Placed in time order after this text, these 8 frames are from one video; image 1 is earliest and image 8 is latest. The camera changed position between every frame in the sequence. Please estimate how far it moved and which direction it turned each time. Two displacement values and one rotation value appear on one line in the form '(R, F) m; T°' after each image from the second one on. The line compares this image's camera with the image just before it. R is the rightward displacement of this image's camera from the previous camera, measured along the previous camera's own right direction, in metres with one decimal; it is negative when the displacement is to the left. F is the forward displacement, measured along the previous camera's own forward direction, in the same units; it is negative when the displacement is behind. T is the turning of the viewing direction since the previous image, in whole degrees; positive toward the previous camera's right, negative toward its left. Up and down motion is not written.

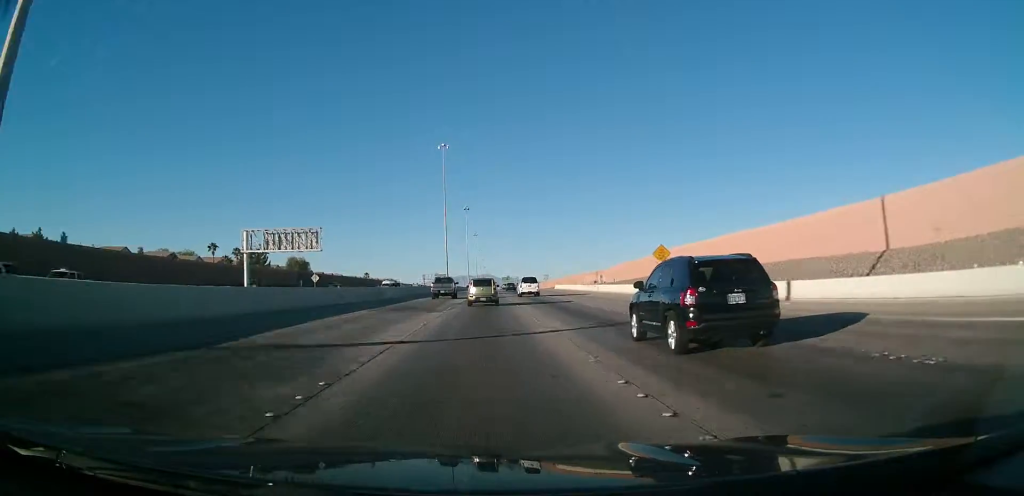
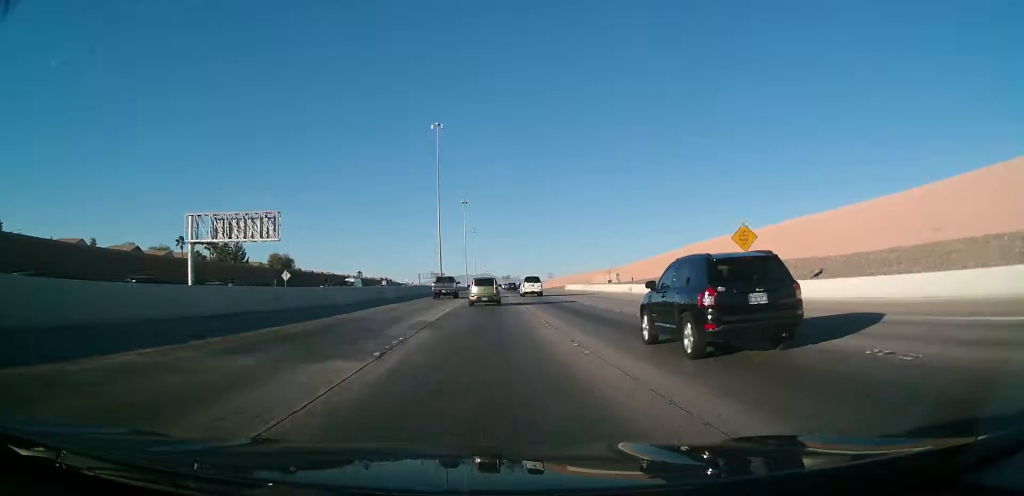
(0.0, +18.1) m; 0°
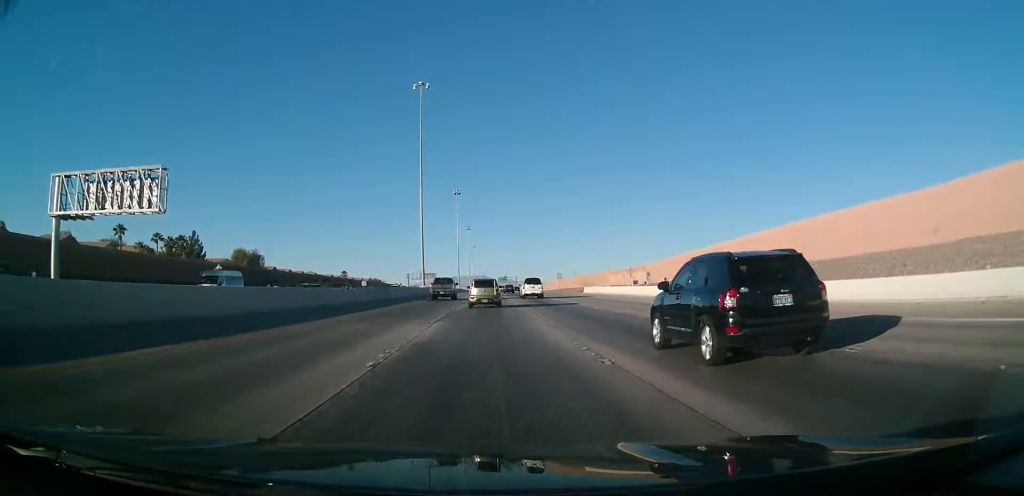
(-0.1, +26.5) m; +1°
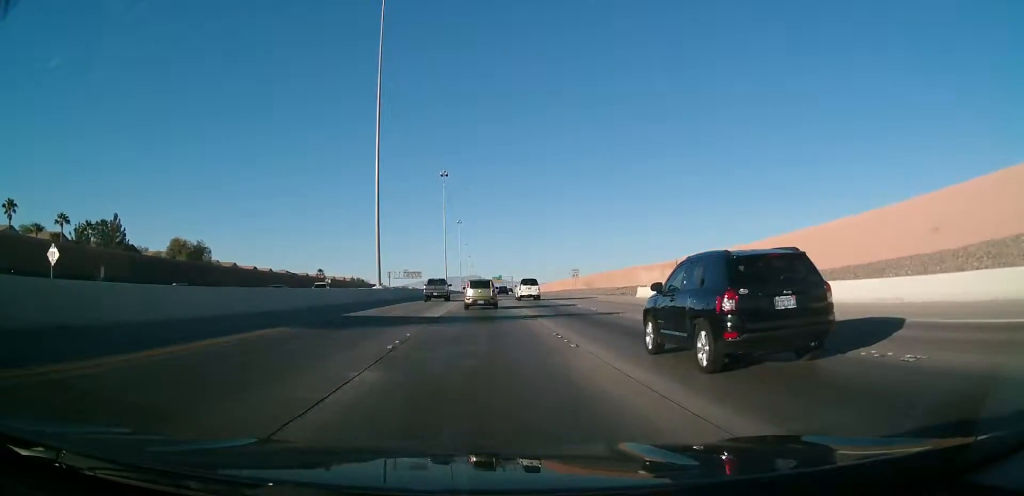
(+0.4, +34.4) m; 0°
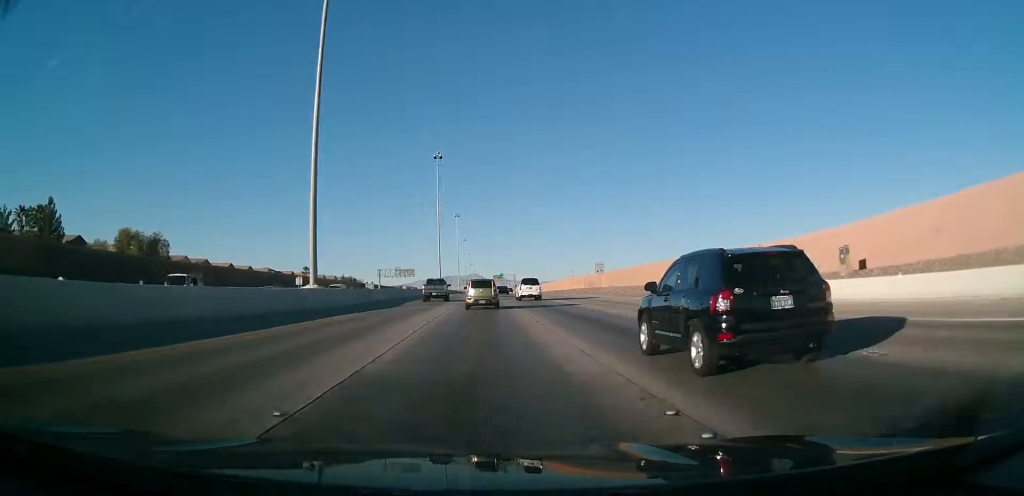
(-0.4, +22.6) m; 0°
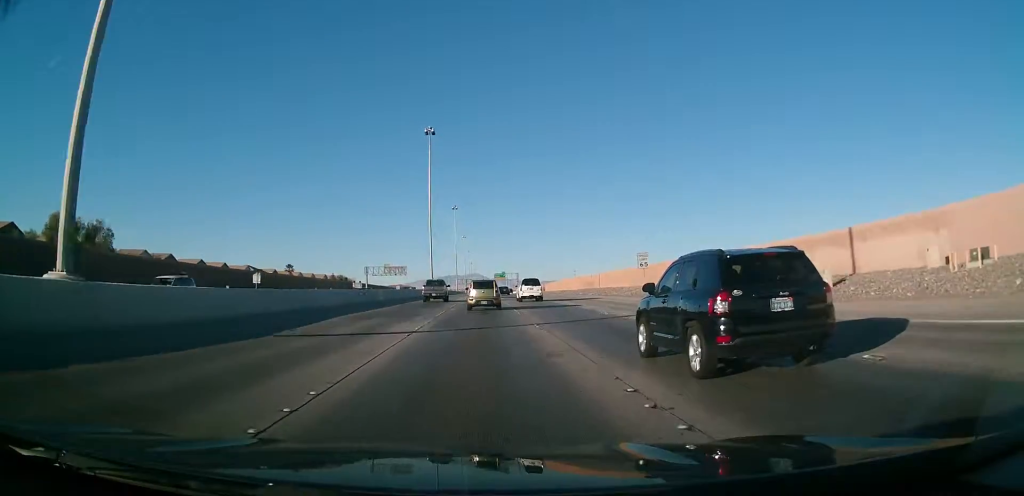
(+0.2, +23.4) m; +1°
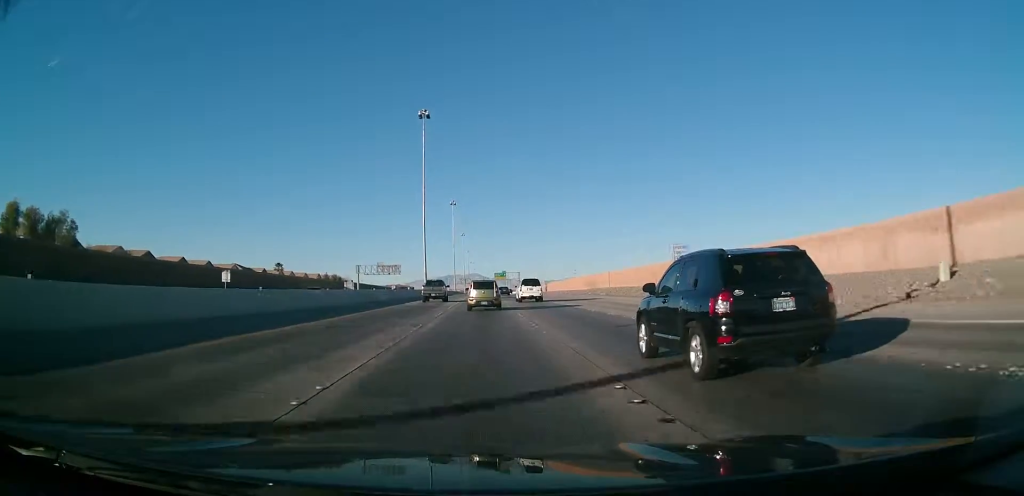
(+0.1, +12.1) m; 0°
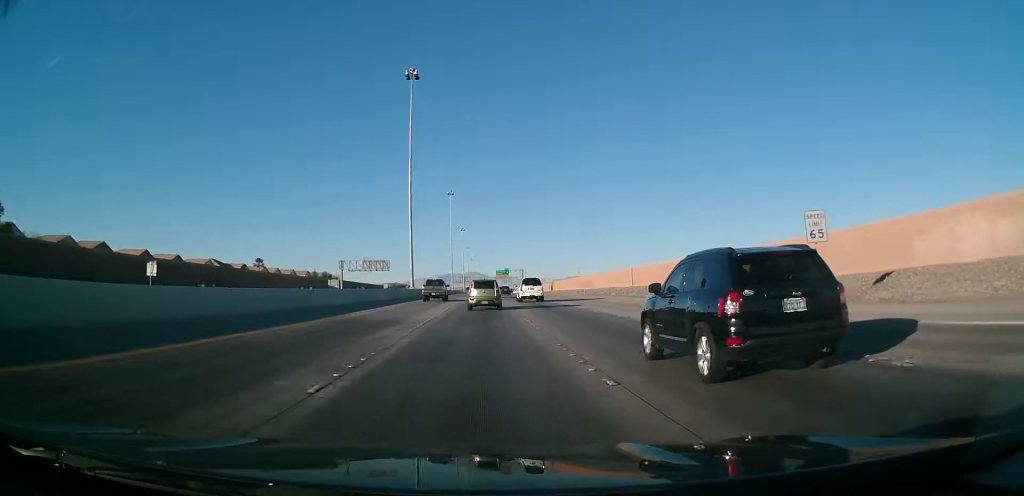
(0.0, +21.2) m; -1°
